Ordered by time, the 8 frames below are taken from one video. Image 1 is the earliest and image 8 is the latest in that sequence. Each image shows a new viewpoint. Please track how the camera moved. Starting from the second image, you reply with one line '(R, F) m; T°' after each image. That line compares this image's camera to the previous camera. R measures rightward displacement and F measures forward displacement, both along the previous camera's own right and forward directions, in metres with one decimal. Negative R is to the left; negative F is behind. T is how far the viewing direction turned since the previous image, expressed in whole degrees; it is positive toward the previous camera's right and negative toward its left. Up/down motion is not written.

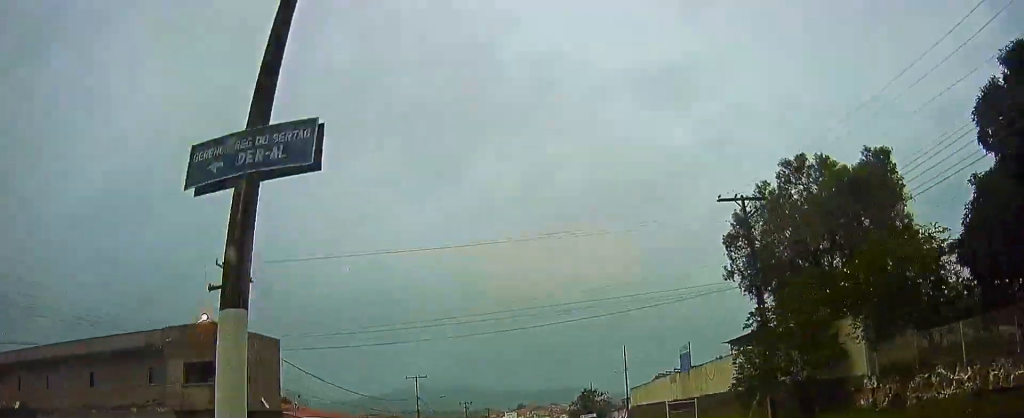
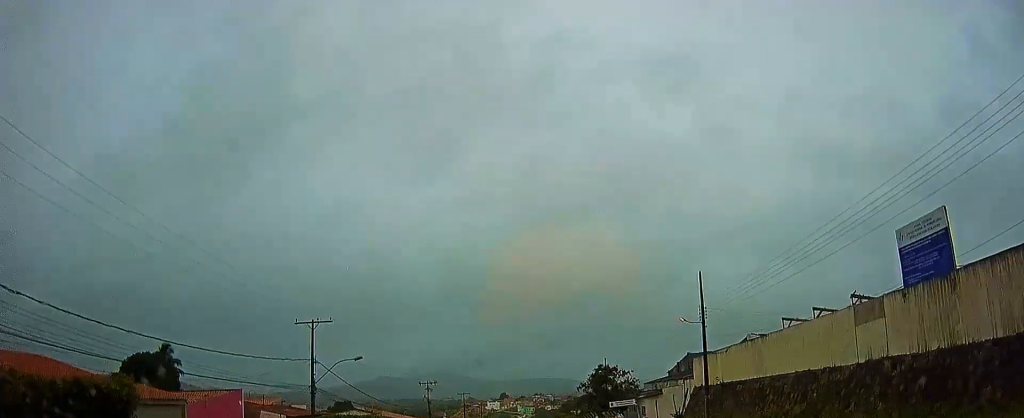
(0.0, +30.9) m; 0°
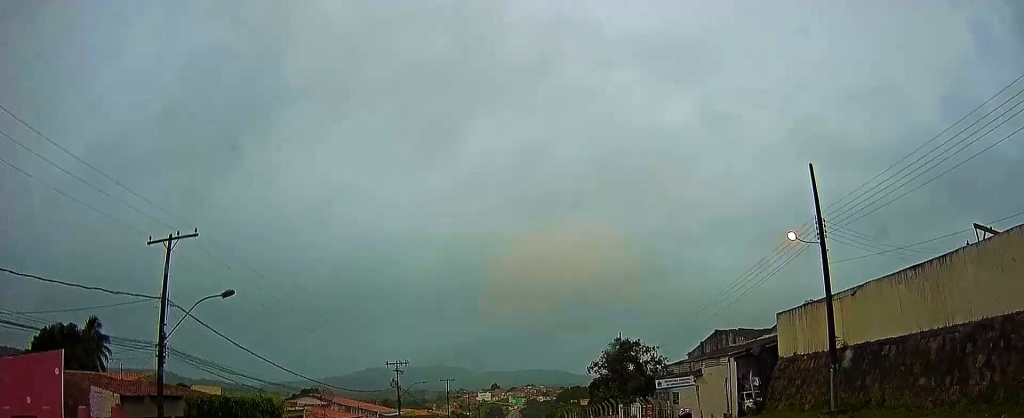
(0.0, +15.0) m; 0°
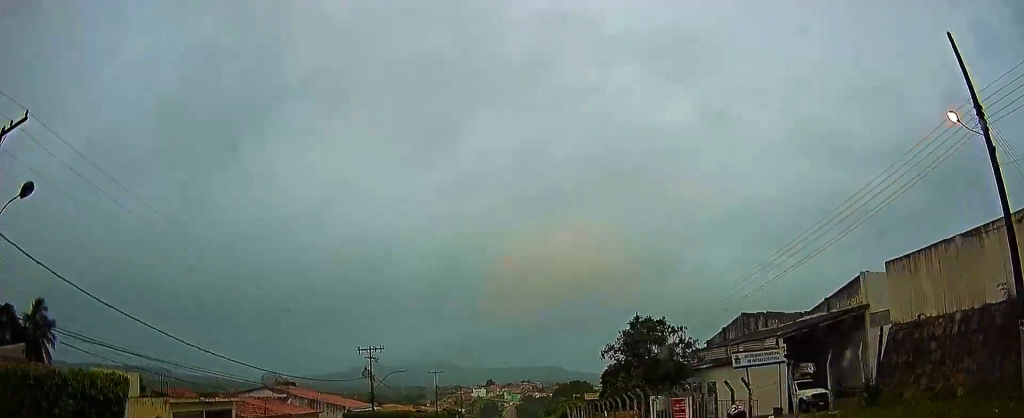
(0.0, +9.3) m; 0°
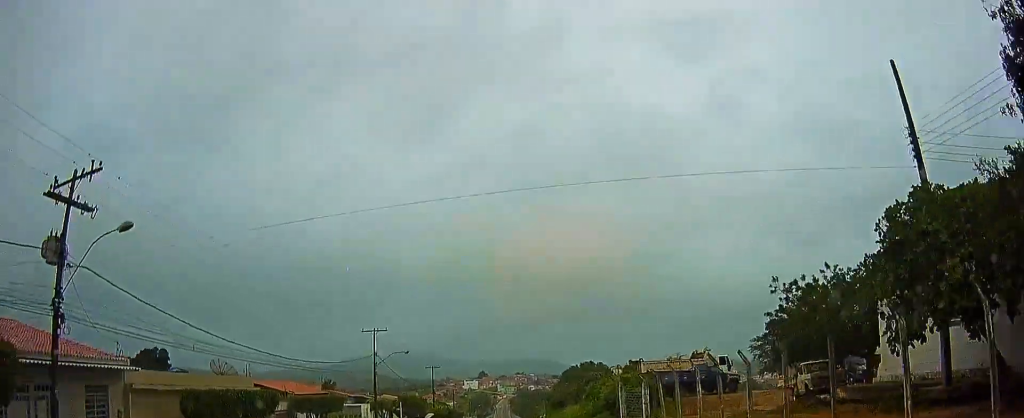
(0.0, +35.5) m; 0°
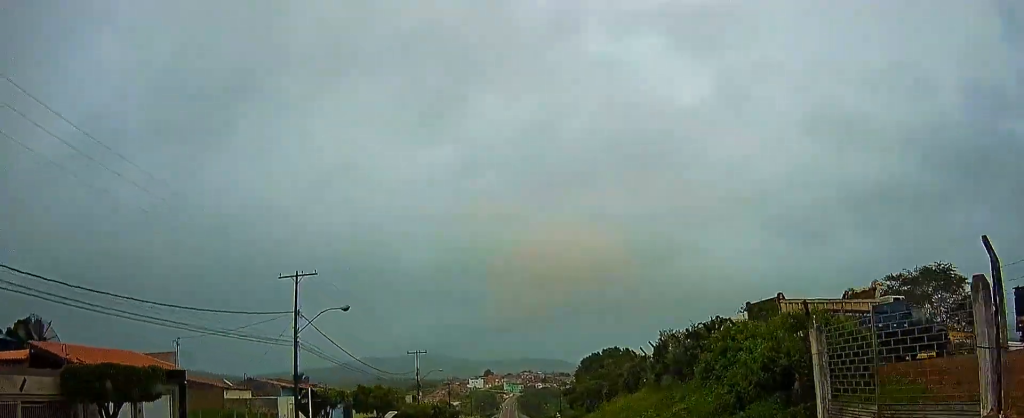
(0.0, +20.8) m; 0°
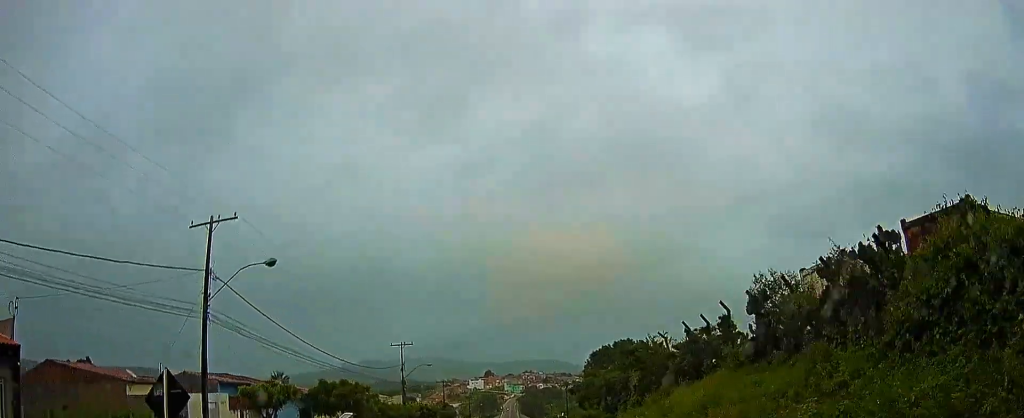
(0.0, +10.4) m; 0°
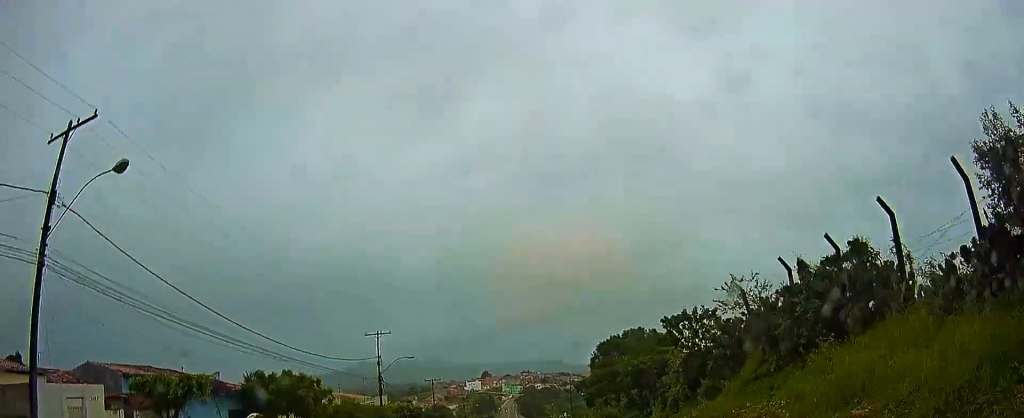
(0.0, +9.9) m; 0°
